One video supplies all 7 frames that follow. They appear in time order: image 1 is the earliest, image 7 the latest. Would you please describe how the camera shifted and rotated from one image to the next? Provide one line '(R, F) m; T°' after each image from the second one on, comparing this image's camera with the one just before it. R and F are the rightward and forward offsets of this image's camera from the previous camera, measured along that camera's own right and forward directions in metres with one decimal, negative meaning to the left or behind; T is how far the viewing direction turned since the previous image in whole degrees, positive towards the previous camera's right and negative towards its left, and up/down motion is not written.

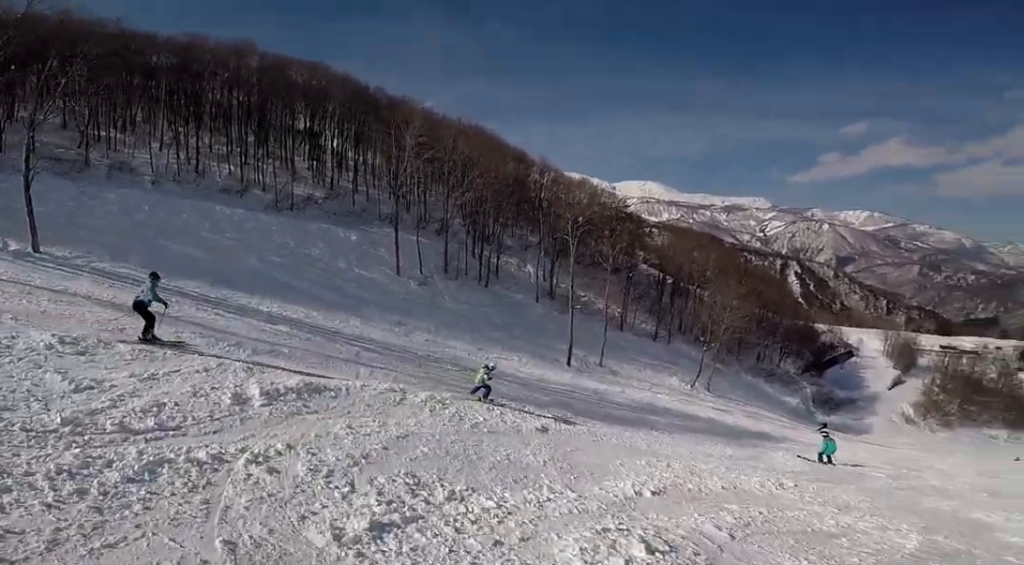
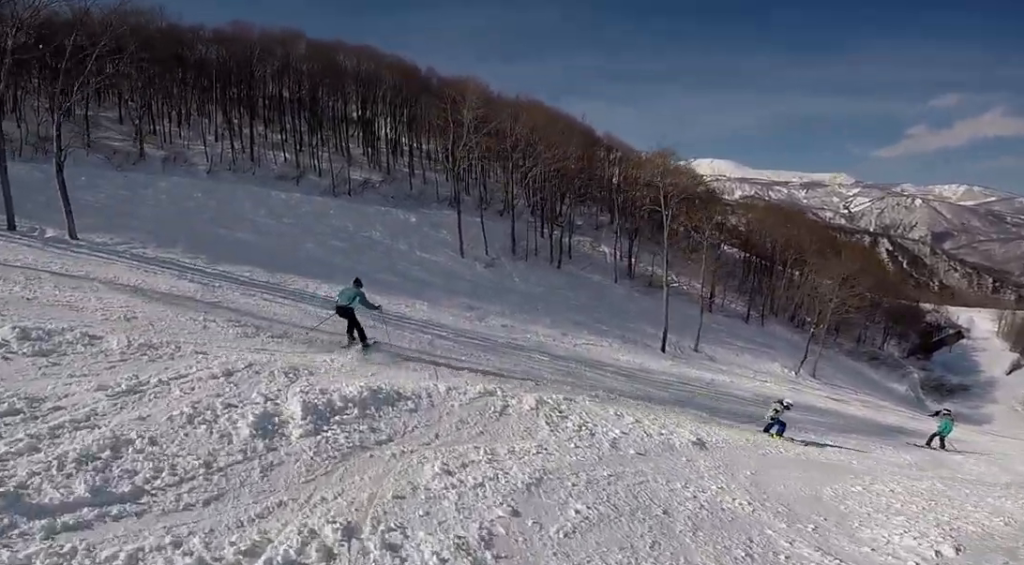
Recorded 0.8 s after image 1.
(-0.6, +2.3) m; +2°
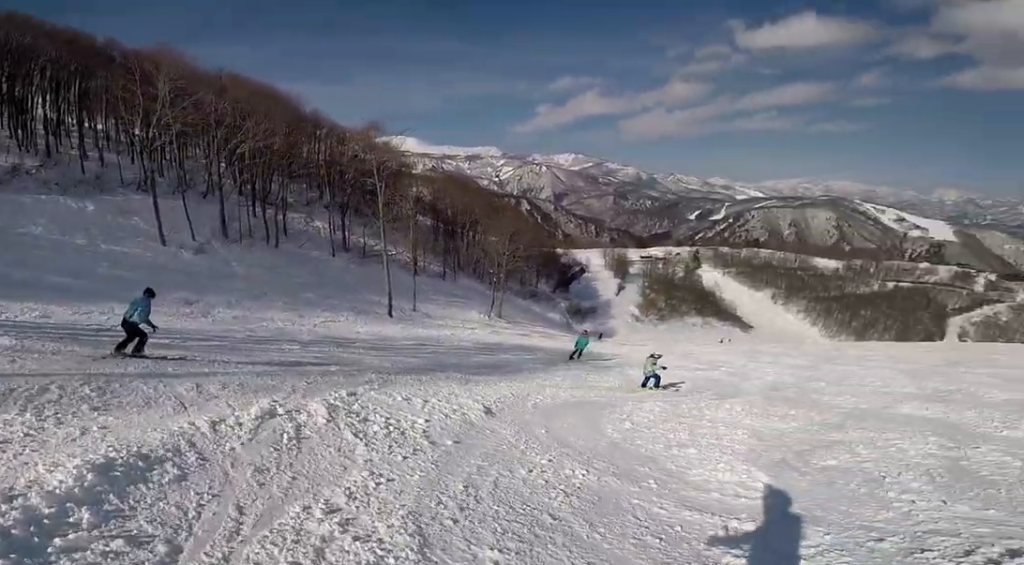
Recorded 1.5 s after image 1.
(+0.1, +2.5) m; +24°
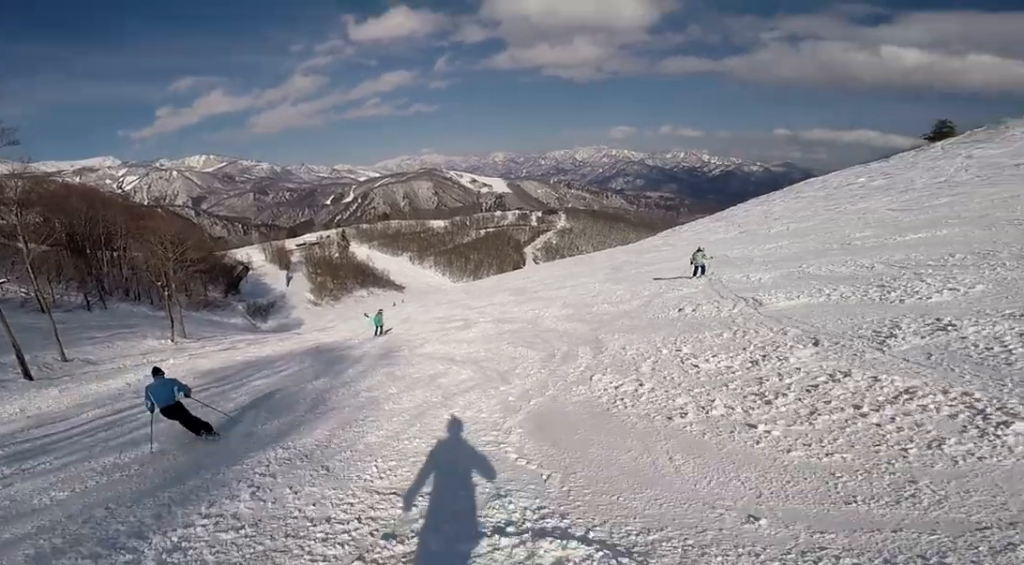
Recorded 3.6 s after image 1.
(+5.5, +5.7) m; +70°
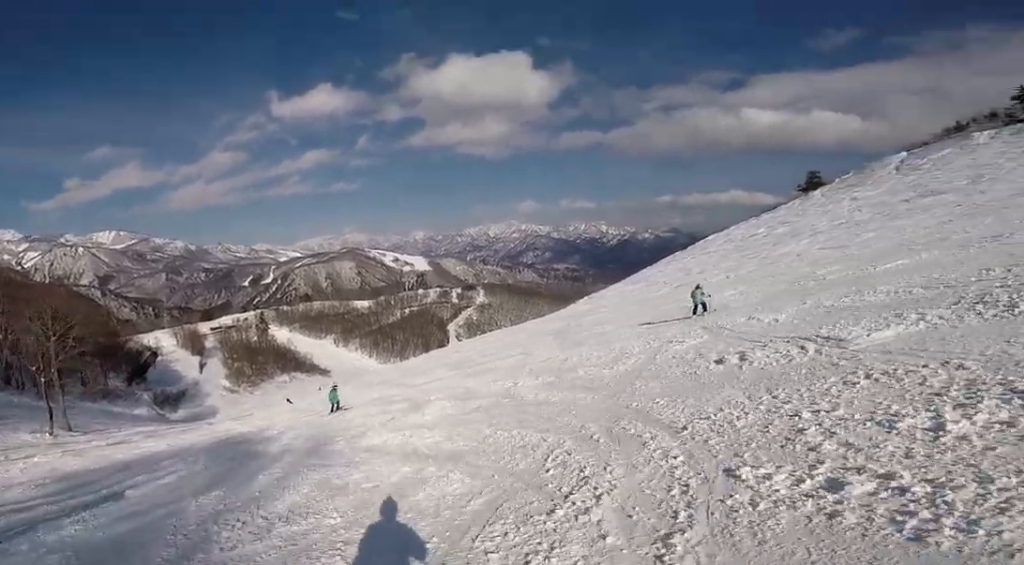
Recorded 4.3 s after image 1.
(+0.3, +3.0) m; +5°
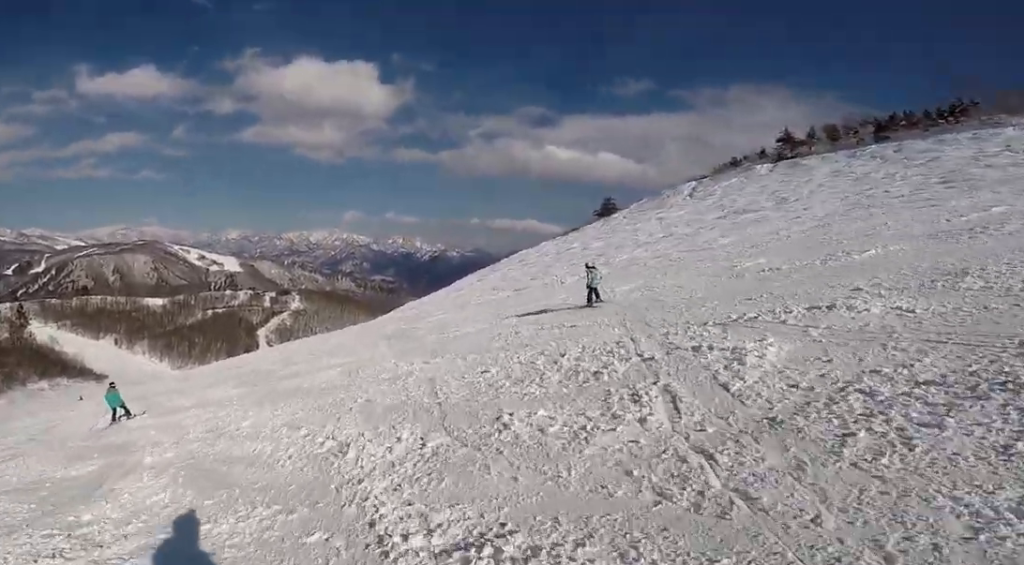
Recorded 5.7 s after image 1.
(+0.5, +6.5) m; +15°
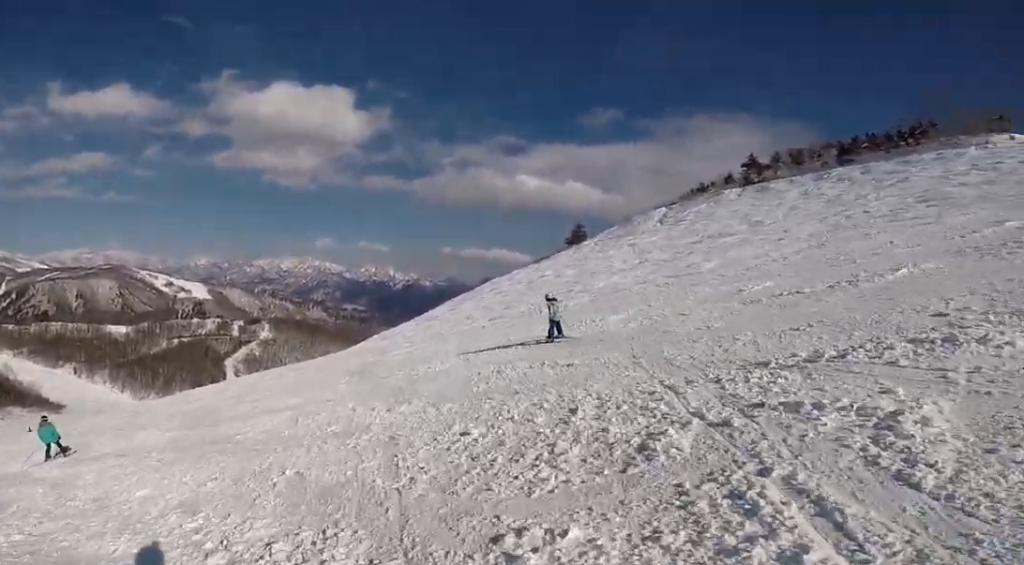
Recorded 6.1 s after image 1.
(+0.3, +1.8) m; +7°
